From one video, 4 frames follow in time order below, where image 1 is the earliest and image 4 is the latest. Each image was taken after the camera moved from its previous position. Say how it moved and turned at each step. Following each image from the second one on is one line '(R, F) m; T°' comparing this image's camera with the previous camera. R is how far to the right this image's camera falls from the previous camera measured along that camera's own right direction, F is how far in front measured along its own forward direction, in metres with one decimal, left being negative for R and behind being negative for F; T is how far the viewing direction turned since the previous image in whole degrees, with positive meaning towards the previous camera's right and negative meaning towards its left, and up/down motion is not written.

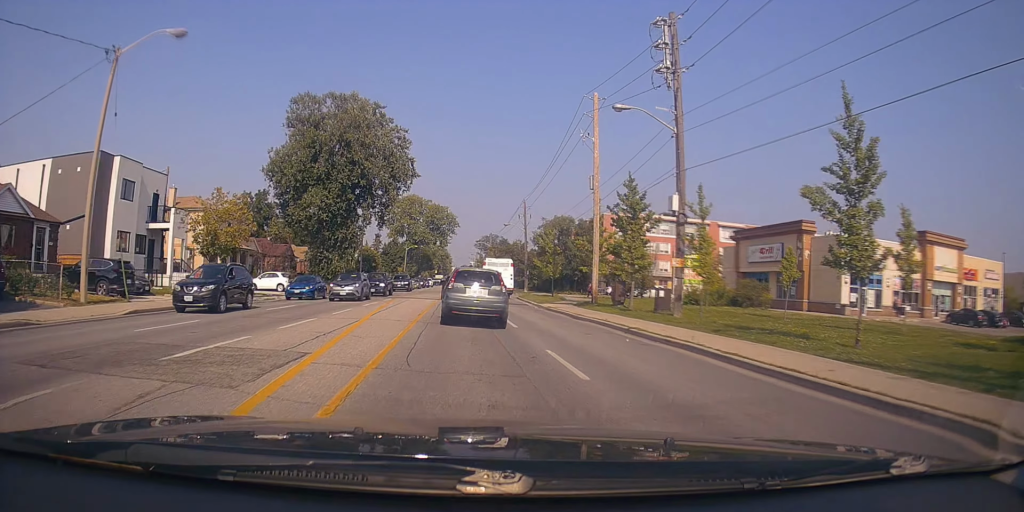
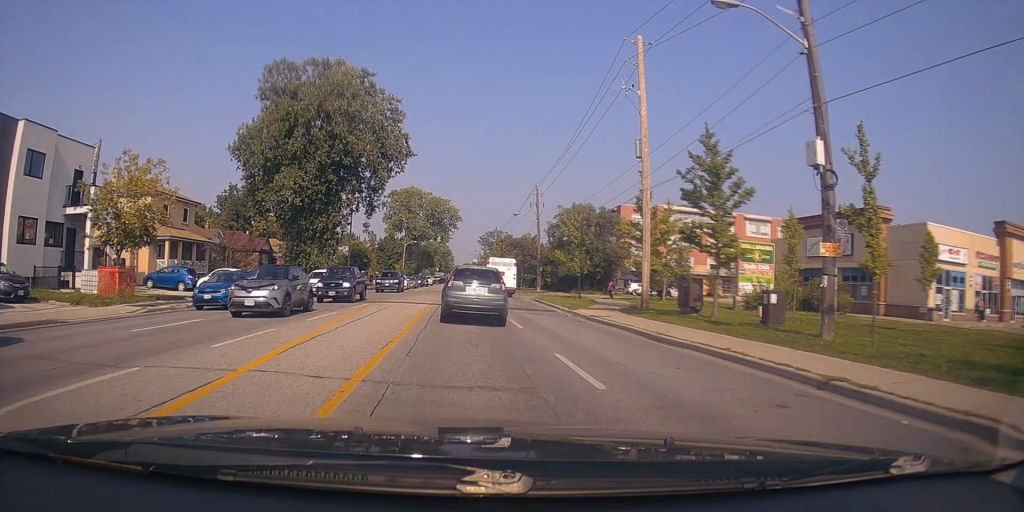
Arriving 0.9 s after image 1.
(0.0, +9.7) m; -2°
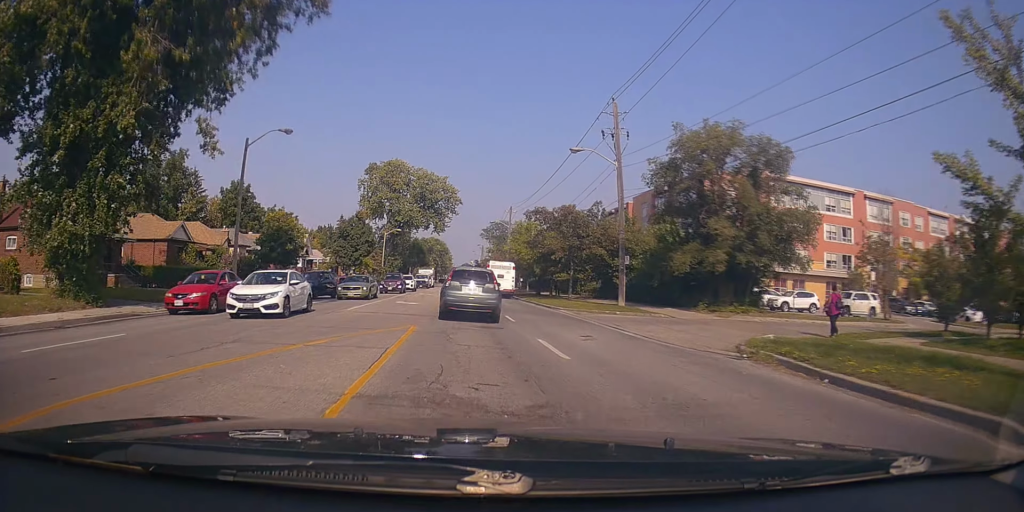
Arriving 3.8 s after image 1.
(+0.5, +33.7) m; +2°
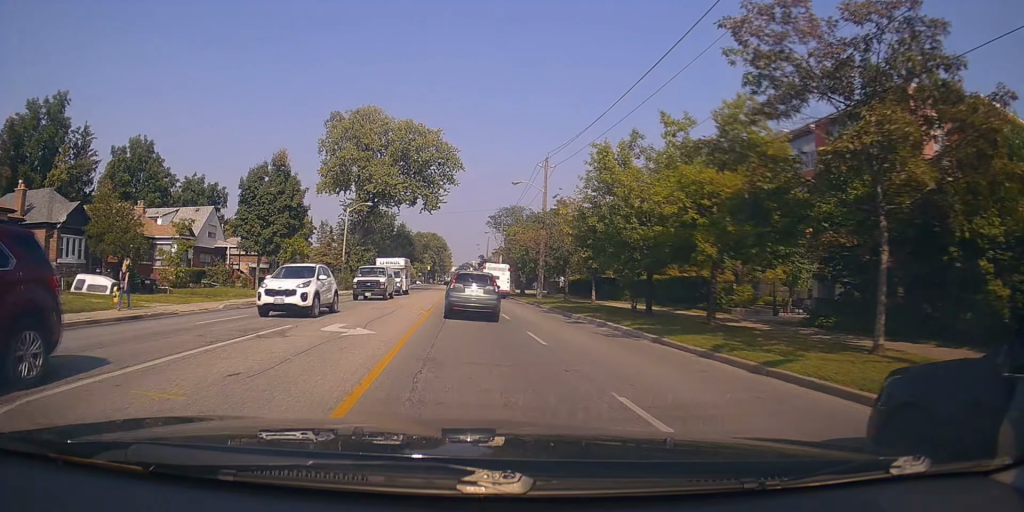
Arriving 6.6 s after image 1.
(+0.7, +33.1) m; 0°
